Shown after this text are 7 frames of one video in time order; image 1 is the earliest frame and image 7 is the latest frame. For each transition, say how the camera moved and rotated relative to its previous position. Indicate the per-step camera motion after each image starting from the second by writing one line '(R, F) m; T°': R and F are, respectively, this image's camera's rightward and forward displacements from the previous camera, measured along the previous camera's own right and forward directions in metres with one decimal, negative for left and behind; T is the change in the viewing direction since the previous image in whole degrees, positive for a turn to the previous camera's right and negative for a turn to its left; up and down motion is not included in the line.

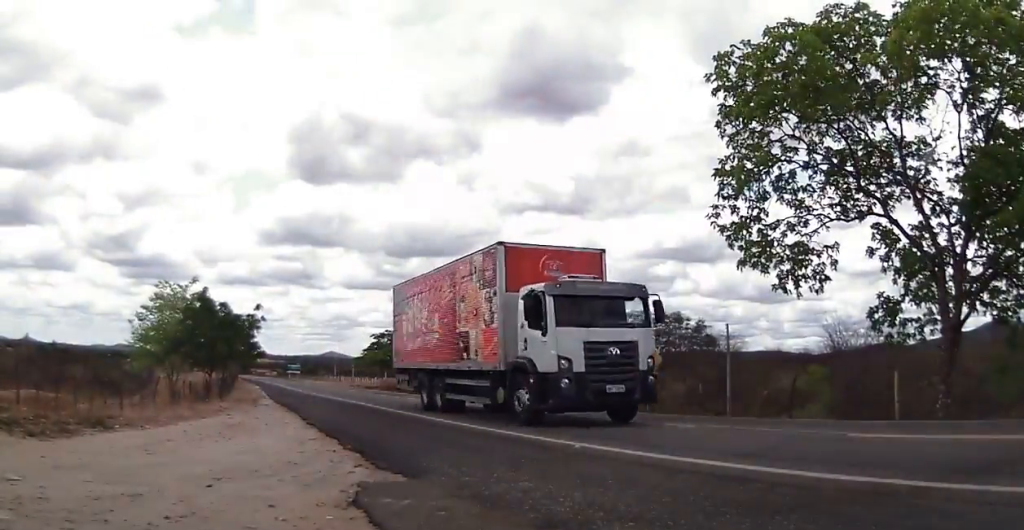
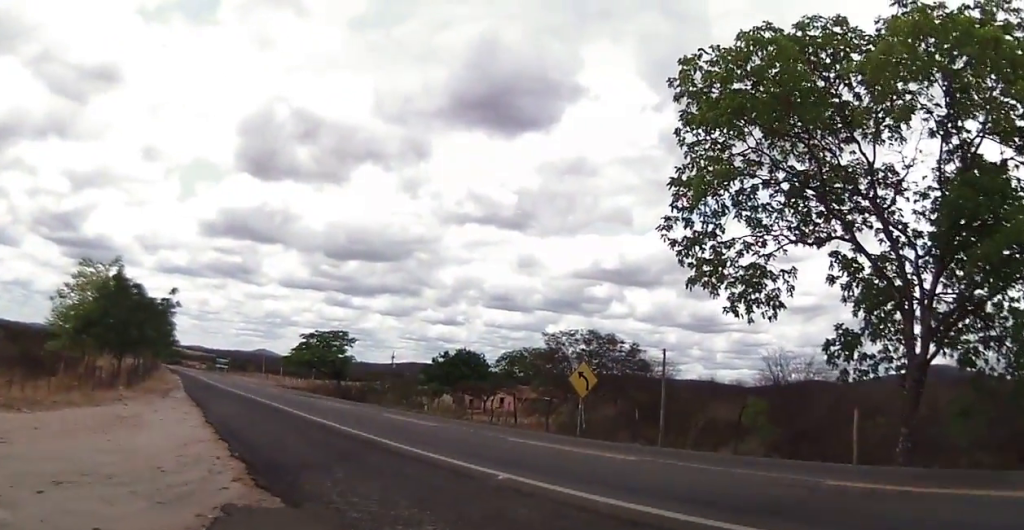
(-0.1, +0.3) m; 0°
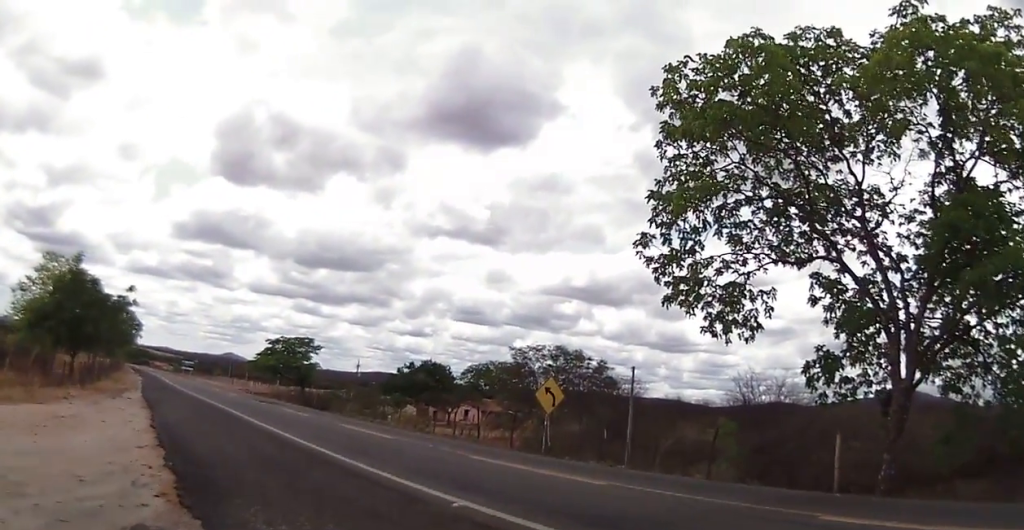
(0.0, +0.7) m; 0°
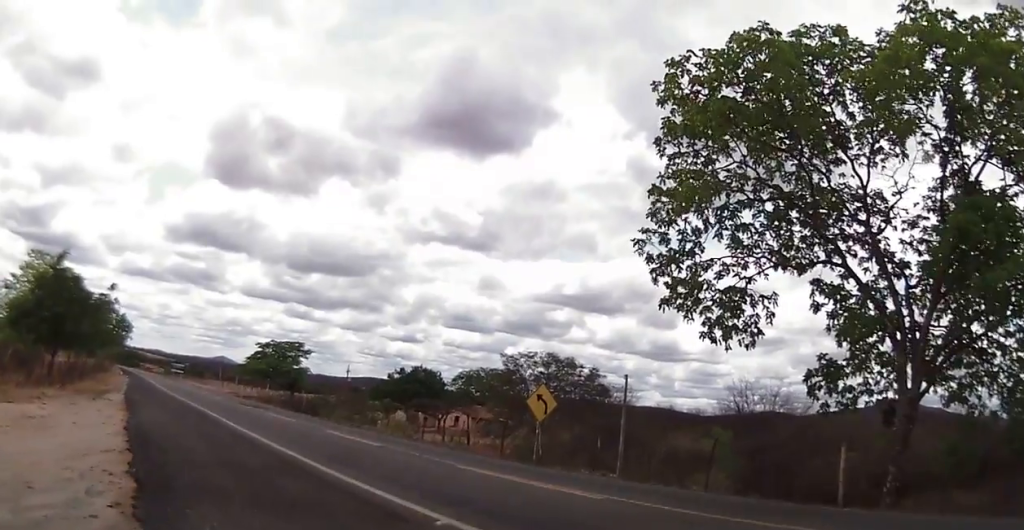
(+0.4, +1.1) m; 0°
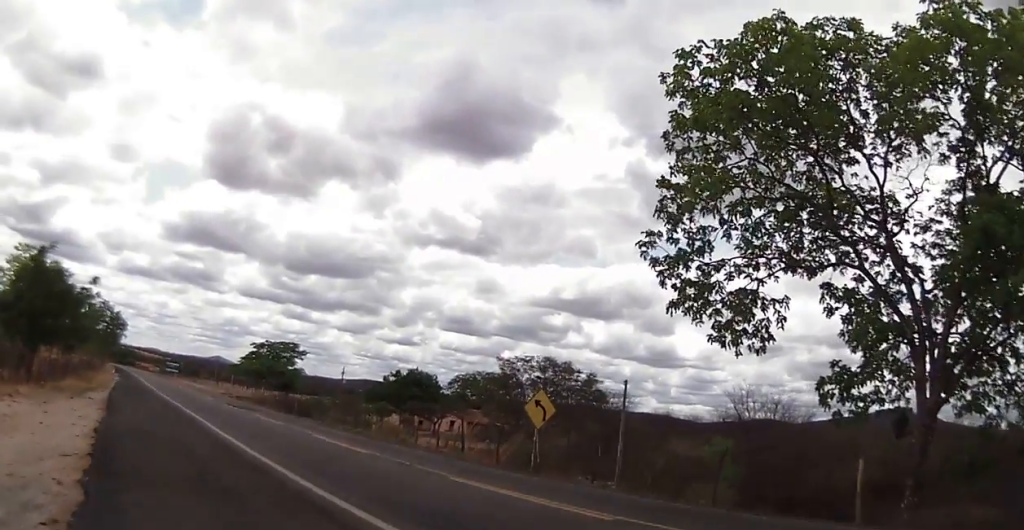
(+0.3, +1.0) m; 0°
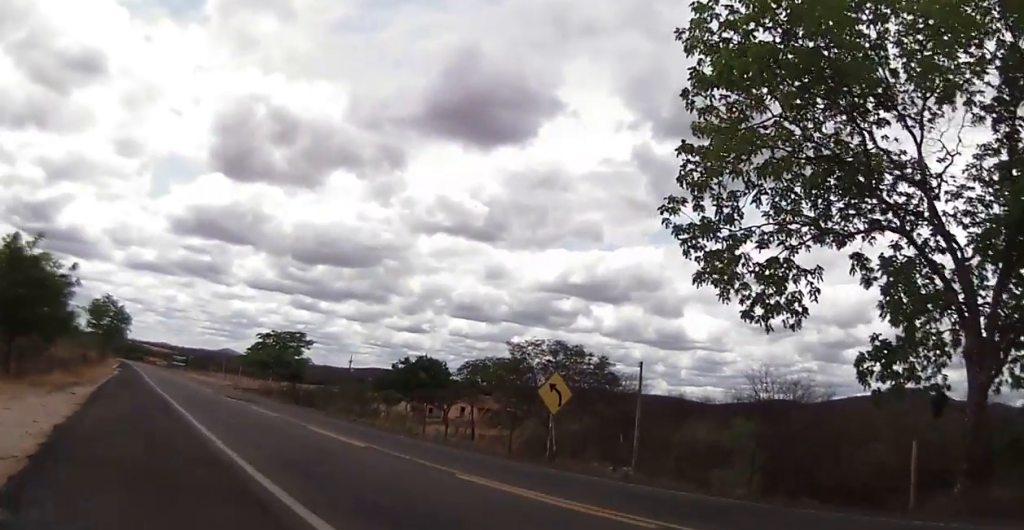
(+0.2, +0.7) m; 0°
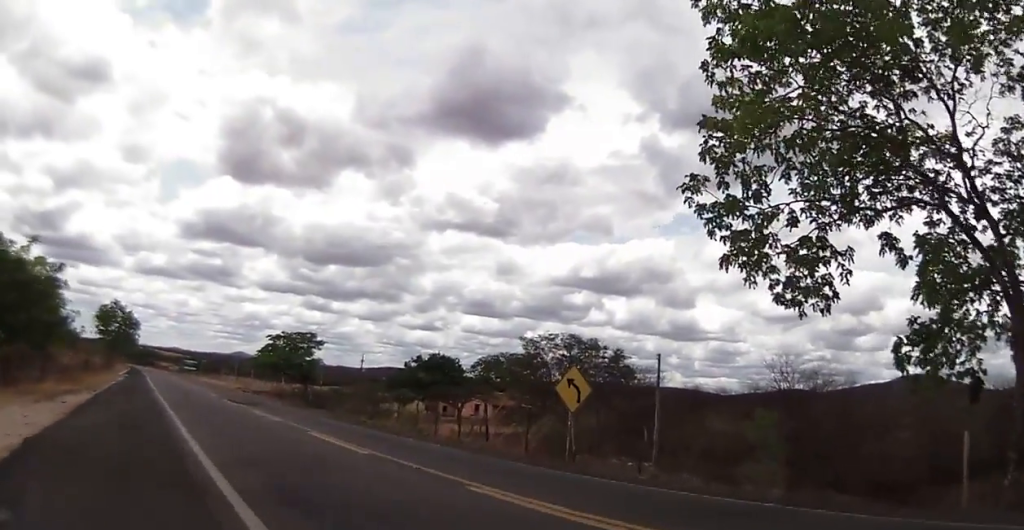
(+0.1, +0.5) m; +2°
